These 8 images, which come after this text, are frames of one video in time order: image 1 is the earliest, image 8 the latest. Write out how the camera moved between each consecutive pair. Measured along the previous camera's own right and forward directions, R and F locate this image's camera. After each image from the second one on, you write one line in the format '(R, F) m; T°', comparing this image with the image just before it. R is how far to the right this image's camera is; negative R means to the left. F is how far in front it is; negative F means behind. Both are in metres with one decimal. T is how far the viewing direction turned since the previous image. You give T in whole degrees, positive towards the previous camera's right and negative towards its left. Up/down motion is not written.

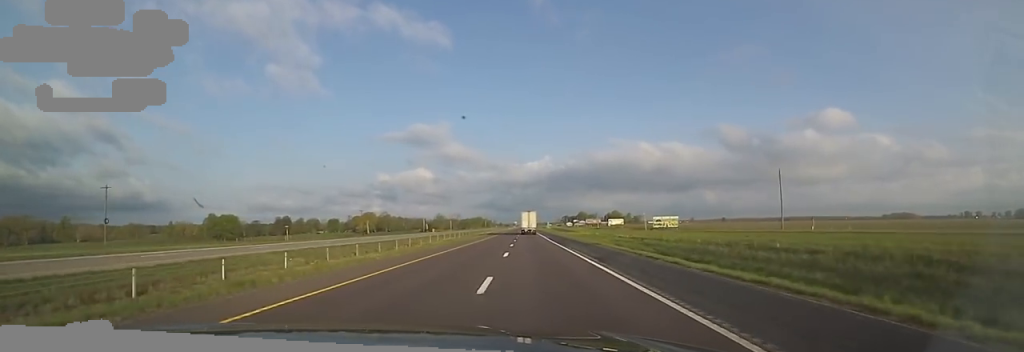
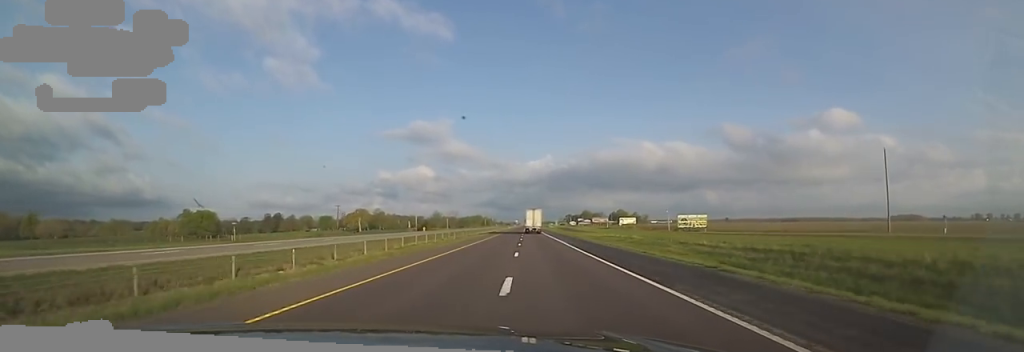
(0.0, +24.2) m; -1°
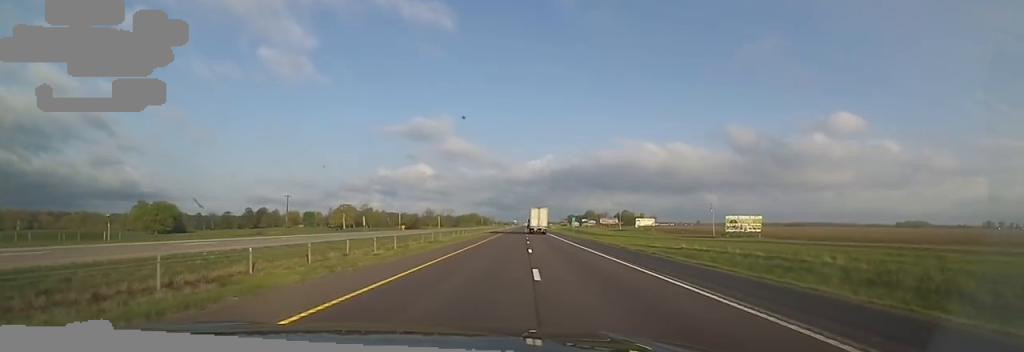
(-0.3, +33.8) m; -1°
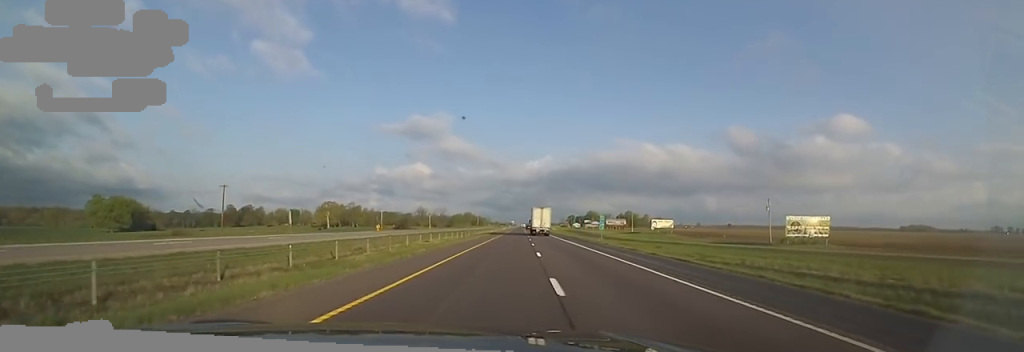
(-0.3, +27.2) m; 0°
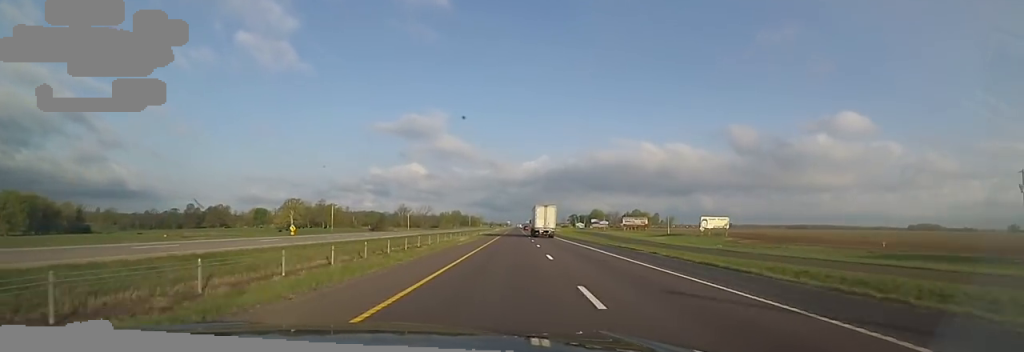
(+0.8, +51.6) m; +1°
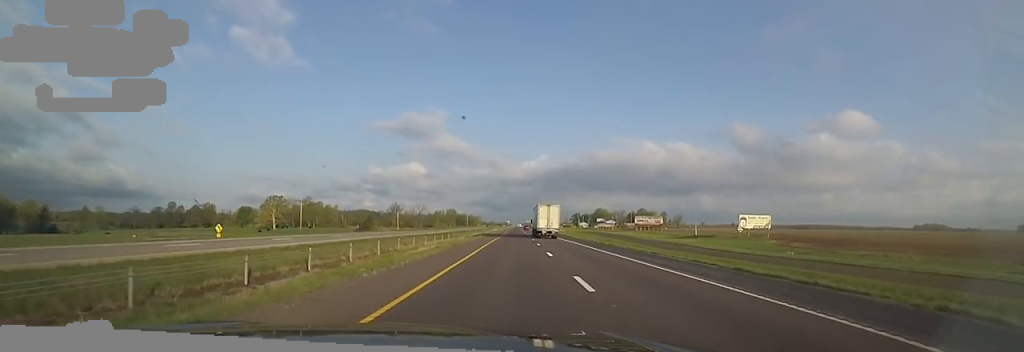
(0.0, +22.7) m; 0°
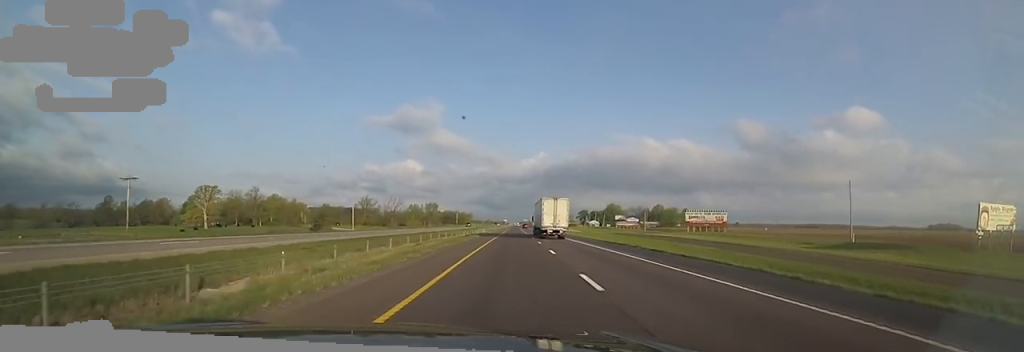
(+0.1, +61.5) m; 0°
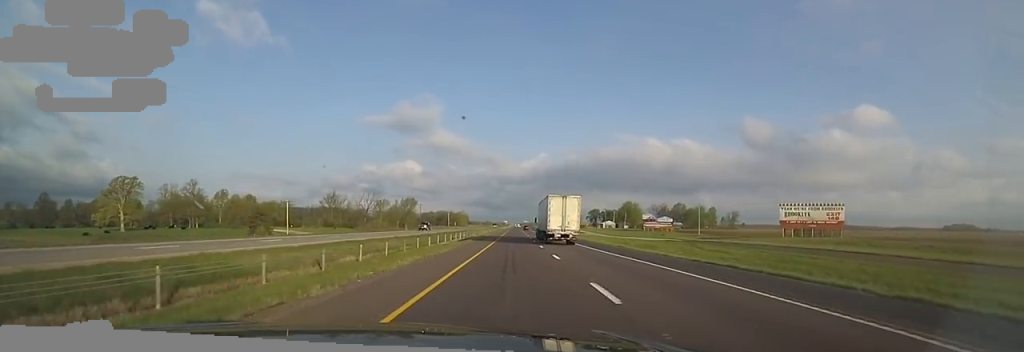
(0.0, +50.0) m; 0°
